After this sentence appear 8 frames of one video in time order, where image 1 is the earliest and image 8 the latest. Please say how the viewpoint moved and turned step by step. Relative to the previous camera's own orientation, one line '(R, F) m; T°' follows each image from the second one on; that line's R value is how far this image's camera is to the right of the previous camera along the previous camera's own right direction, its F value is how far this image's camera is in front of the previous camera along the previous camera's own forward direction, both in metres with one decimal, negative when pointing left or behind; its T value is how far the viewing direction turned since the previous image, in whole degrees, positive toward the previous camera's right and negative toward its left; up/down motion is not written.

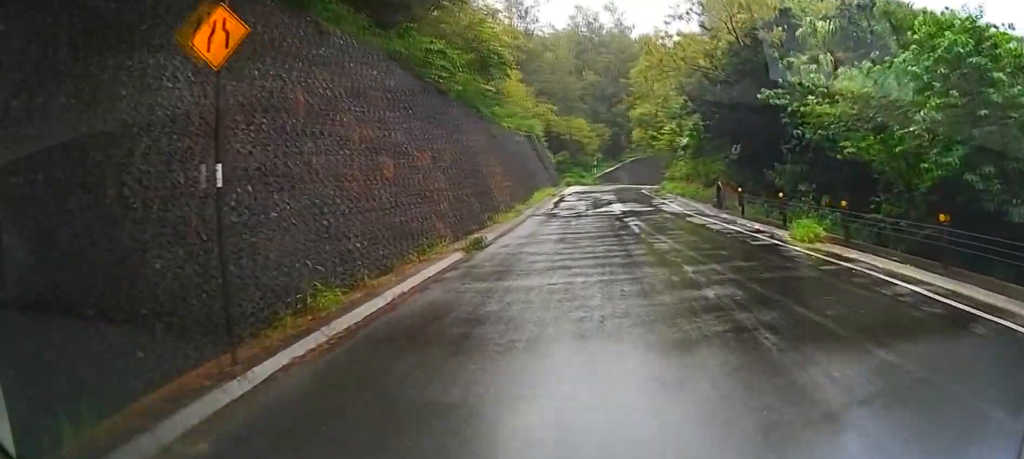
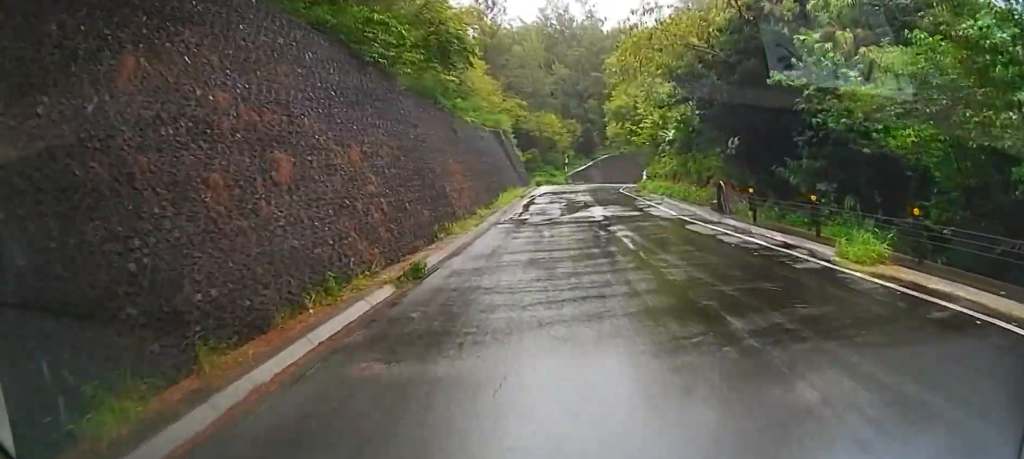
(0.0, +3.5) m; +2°
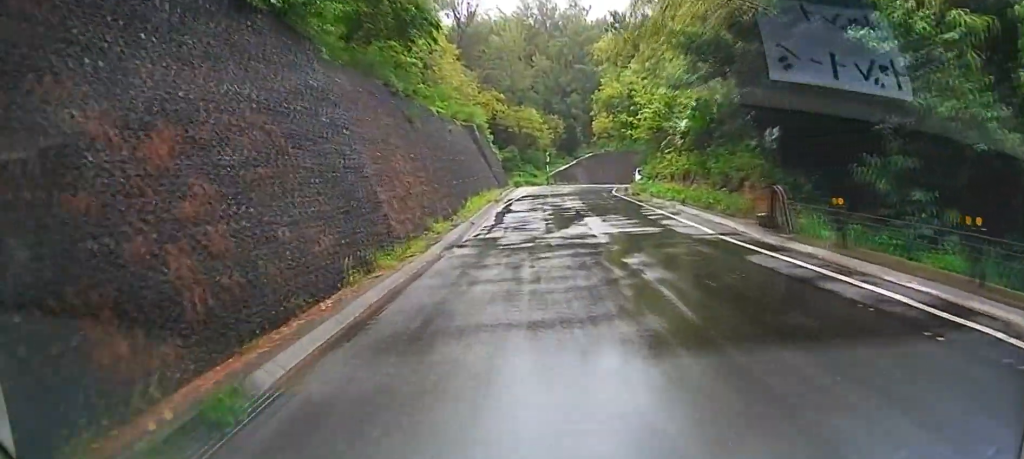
(+0.1, +5.6) m; +1°
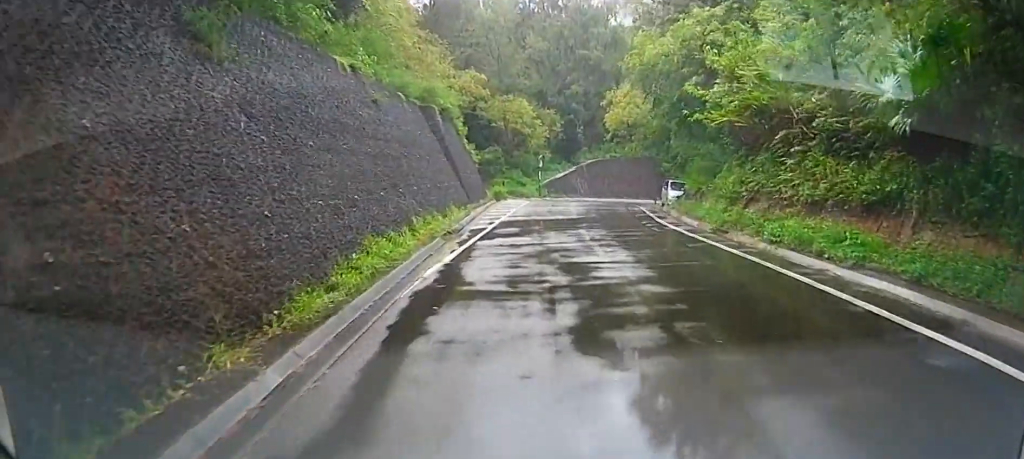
(0.0, +15.5) m; +5°
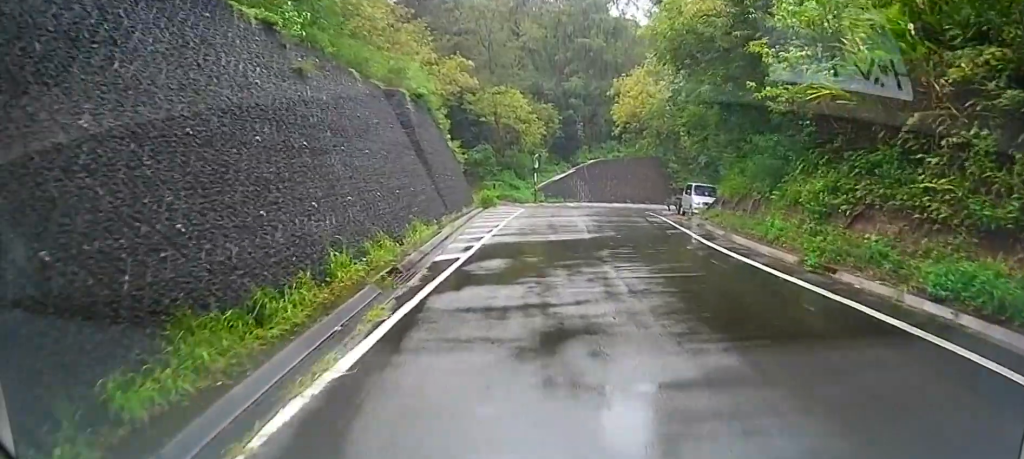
(+0.5, +6.7) m; +4°
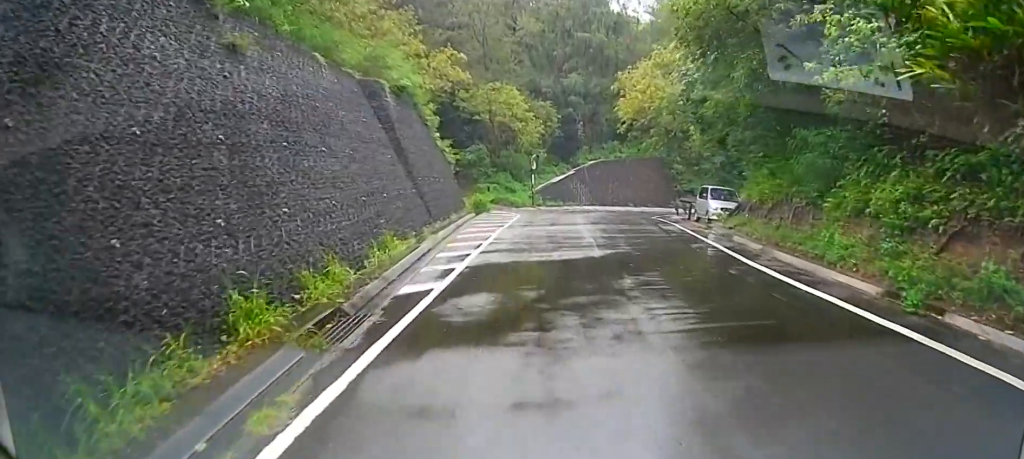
(0.0, +3.6) m; 0°
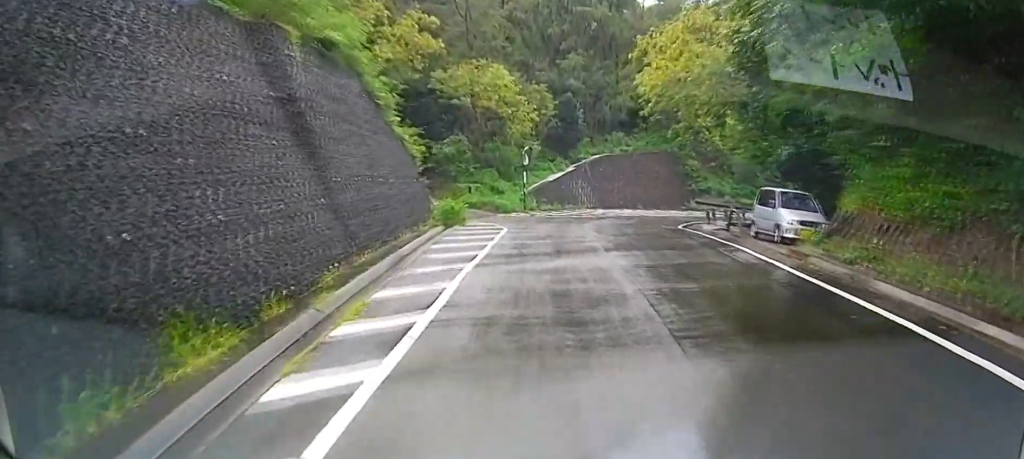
(0.0, +9.2) m; -2°
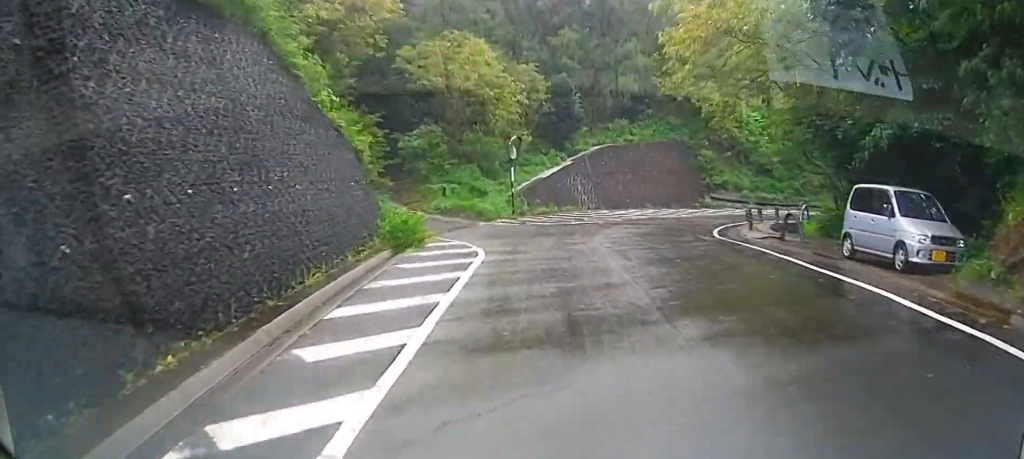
(-0.2, +7.7) m; -1°
